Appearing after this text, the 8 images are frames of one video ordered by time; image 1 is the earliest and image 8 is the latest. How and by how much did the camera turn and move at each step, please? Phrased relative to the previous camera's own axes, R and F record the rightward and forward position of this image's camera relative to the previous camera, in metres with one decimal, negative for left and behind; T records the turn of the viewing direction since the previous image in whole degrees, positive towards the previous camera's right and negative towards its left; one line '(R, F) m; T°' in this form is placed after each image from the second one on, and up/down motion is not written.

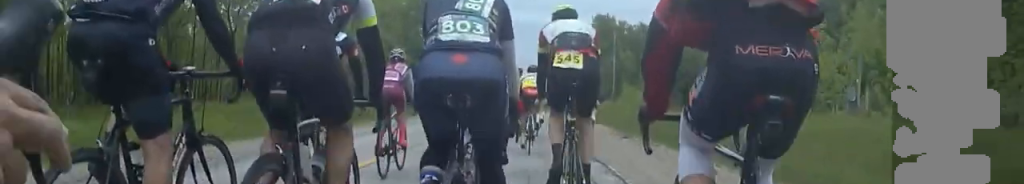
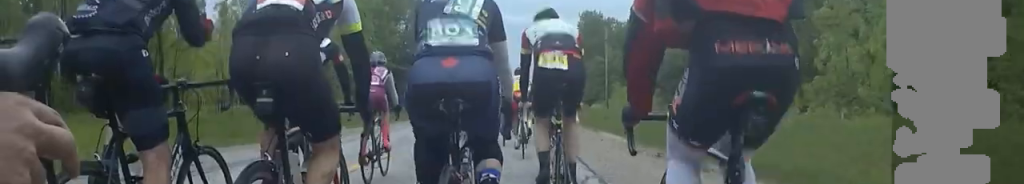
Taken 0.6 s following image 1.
(0.0, +5.7) m; 0°
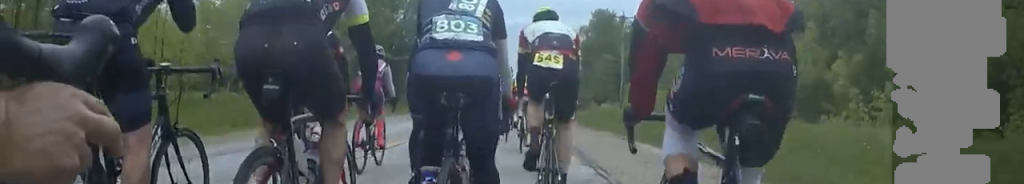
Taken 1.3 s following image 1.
(0.0, +6.7) m; 0°
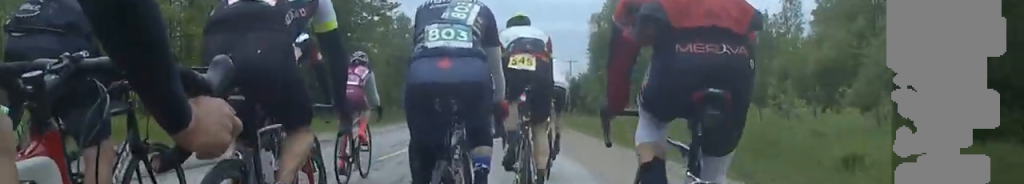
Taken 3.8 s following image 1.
(0.0, +24.5) m; 0°
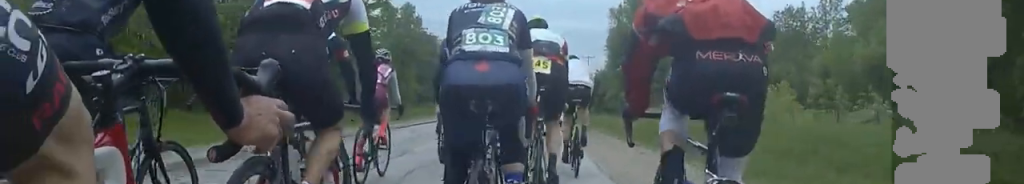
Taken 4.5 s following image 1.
(0.0, +6.8) m; 0°
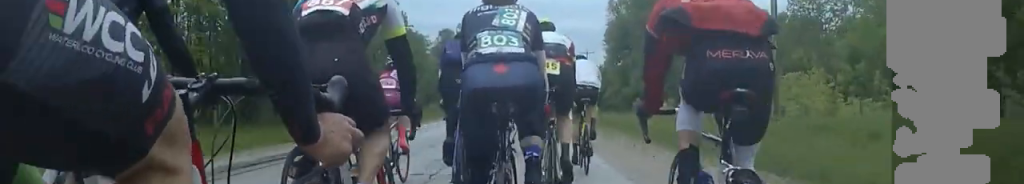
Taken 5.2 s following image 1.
(0.0, +6.4) m; 0°
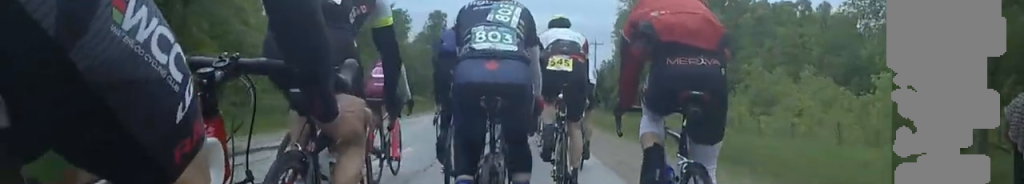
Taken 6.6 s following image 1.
(0.0, +13.2) m; +1°
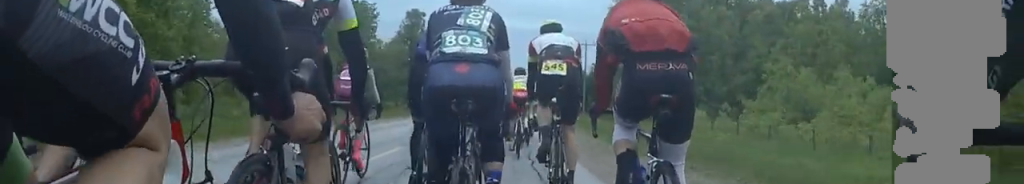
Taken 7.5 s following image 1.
(0.0, +7.5) m; +2°
